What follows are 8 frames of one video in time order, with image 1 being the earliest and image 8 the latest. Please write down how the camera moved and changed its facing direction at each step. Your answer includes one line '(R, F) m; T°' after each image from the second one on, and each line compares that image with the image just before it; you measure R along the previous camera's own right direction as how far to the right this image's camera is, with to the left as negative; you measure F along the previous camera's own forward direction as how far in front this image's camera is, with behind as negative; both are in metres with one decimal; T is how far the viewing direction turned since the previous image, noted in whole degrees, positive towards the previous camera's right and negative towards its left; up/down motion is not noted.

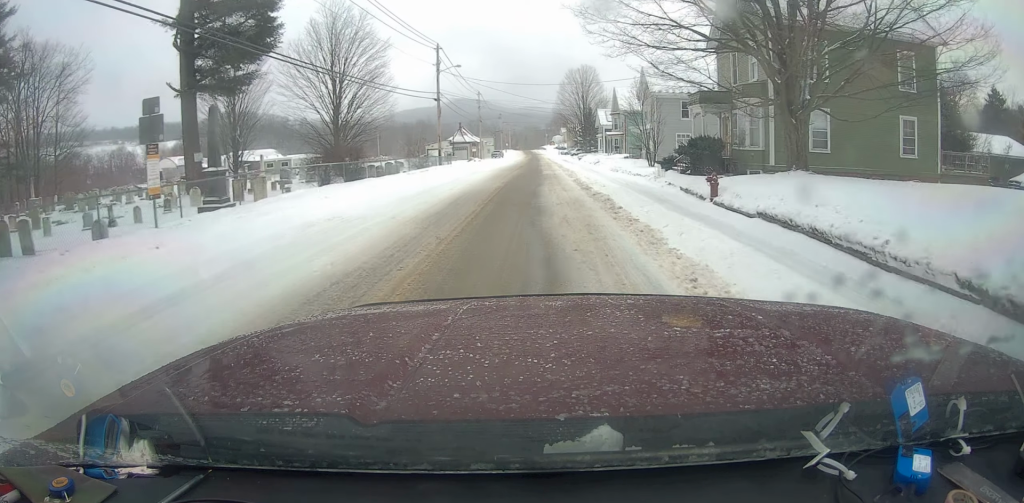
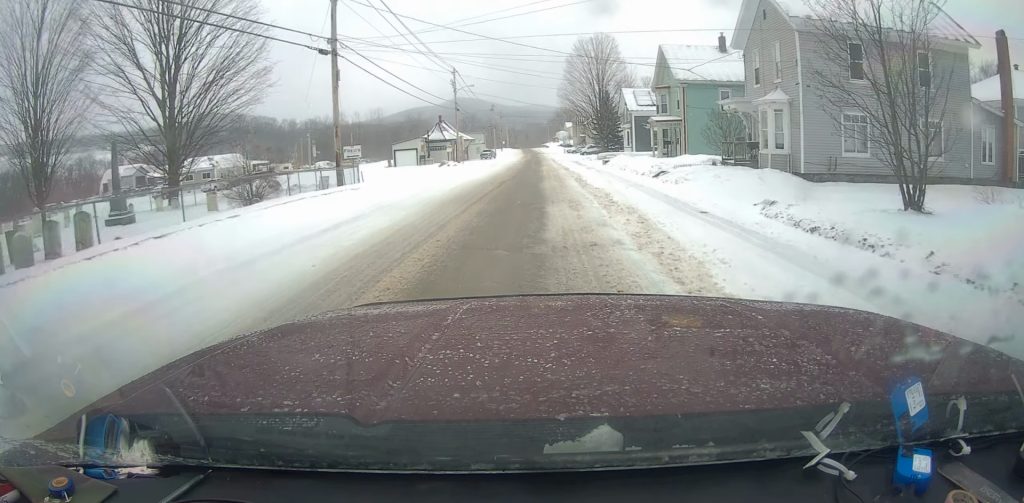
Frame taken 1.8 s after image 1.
(-0.6, +28.1) m; -1°
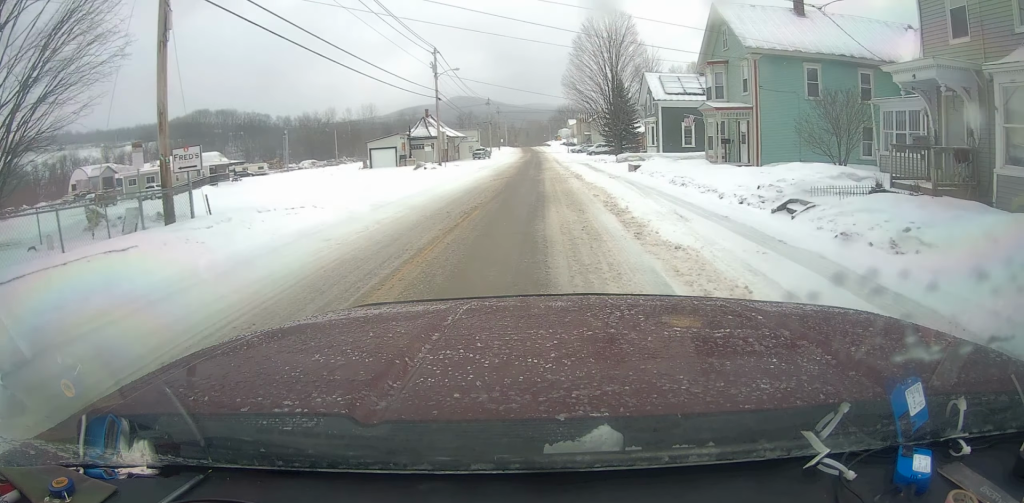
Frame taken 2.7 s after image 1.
(0.0, +13.5) m; 0°
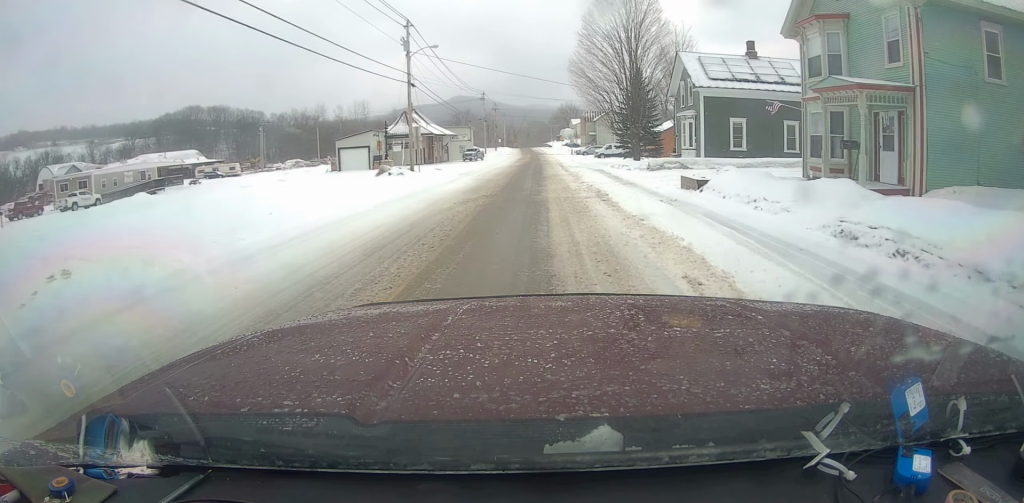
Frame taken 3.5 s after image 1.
(0.0, +12.5) m; +1°
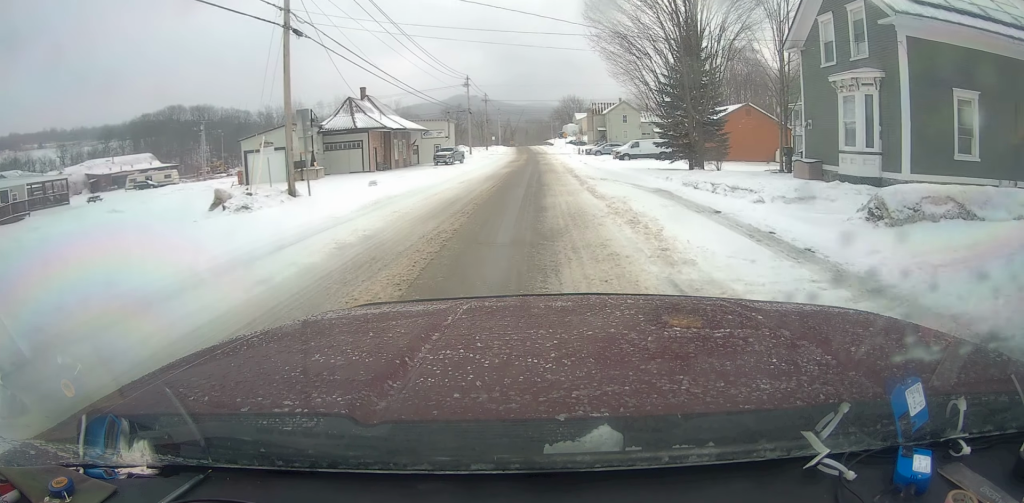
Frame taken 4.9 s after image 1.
(+0.5, +21.7) m; +1°
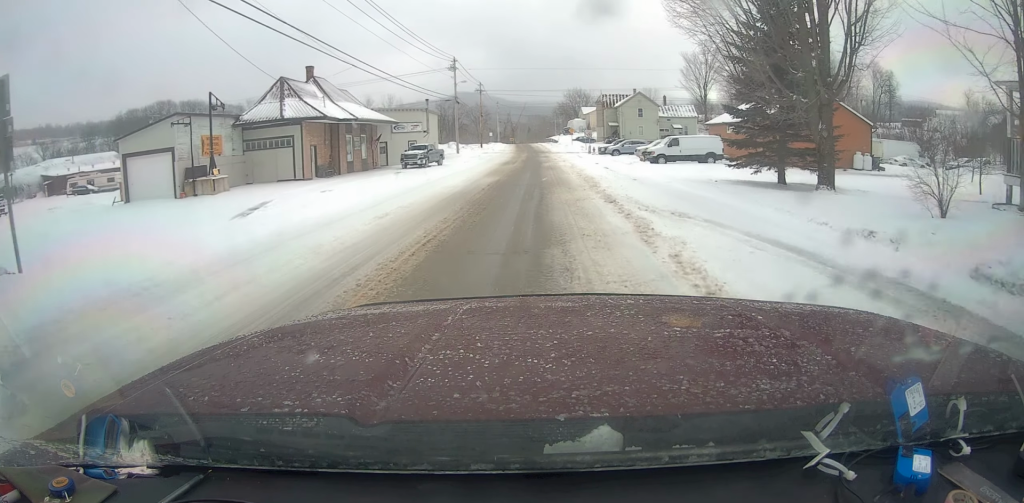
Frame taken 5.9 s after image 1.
(-0.2, +14.9) m; -1°
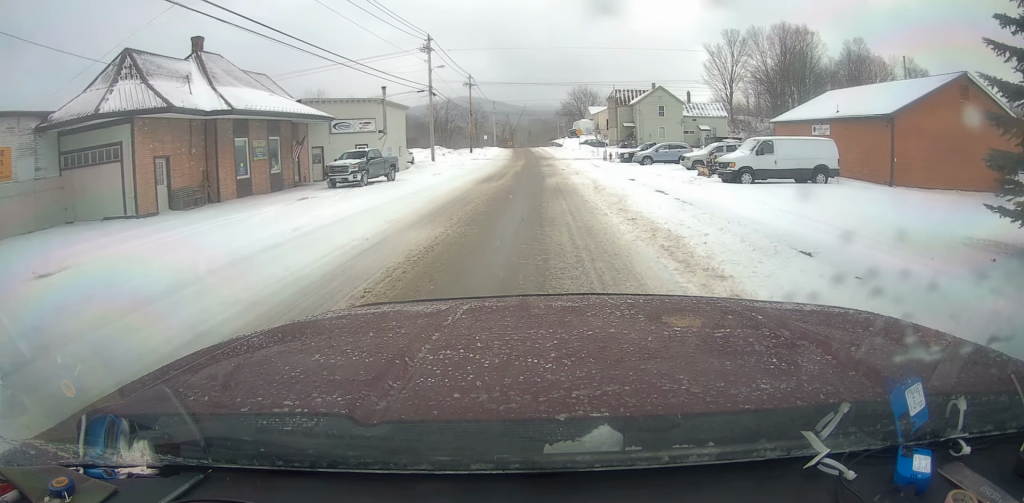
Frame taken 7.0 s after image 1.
(-0.1, +16.2) m; 0°
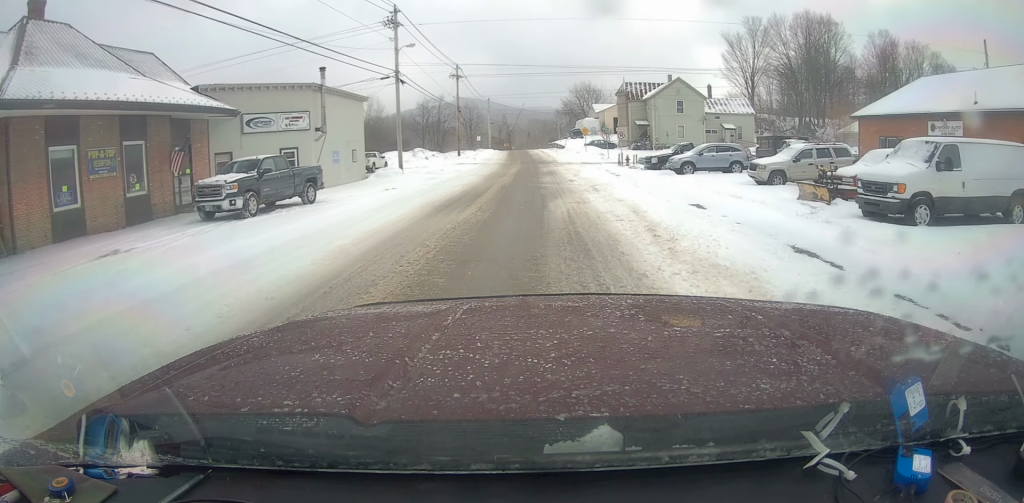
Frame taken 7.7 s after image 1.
(0.0, +11.6) m; -1°
